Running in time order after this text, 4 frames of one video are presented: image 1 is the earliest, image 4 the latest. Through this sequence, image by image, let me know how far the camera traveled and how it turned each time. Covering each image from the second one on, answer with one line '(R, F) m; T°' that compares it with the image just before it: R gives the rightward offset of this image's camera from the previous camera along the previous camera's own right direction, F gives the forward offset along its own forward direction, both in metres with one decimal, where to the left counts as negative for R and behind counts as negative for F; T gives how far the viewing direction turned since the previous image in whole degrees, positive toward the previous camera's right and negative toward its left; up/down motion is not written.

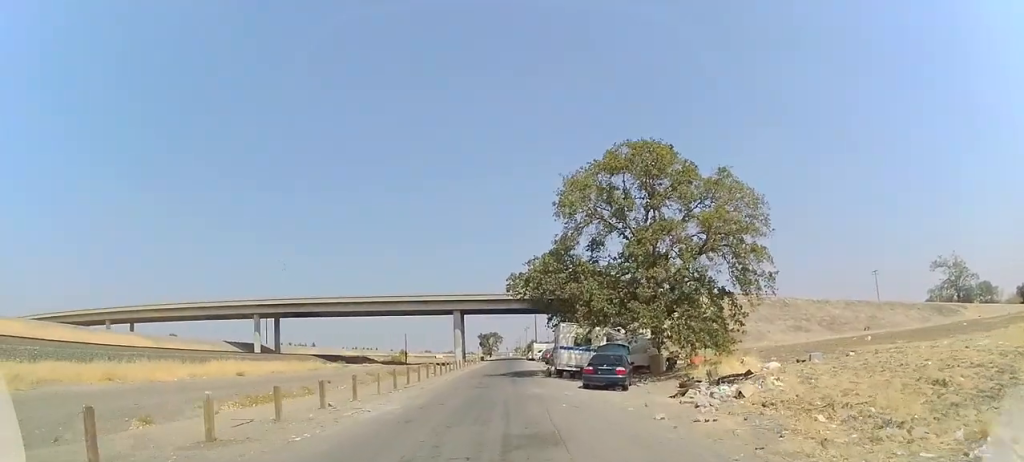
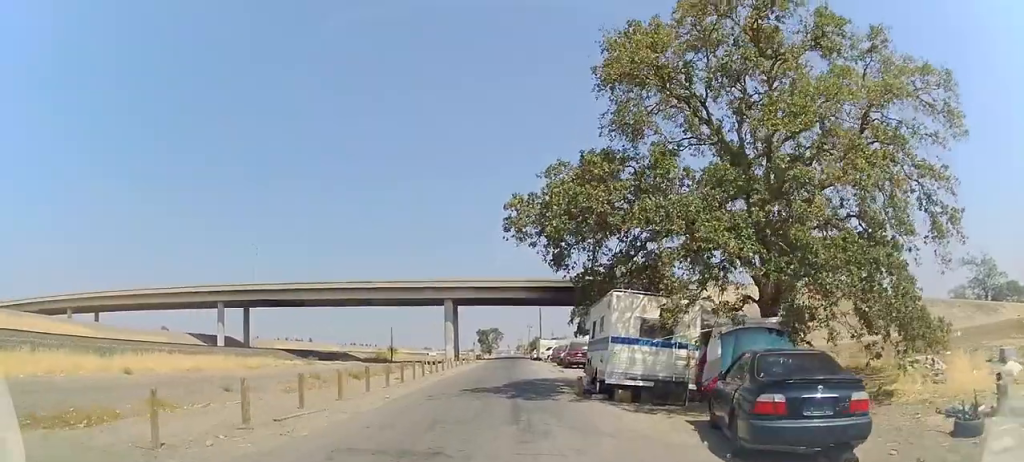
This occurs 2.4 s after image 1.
(+0.1, +14.3) m; 0°
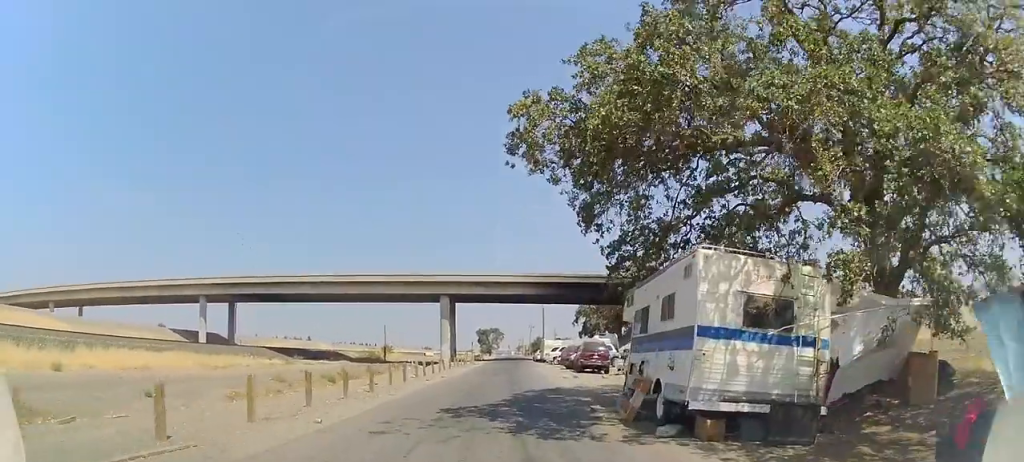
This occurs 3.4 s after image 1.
(-0.1, +6.2) m; -1°
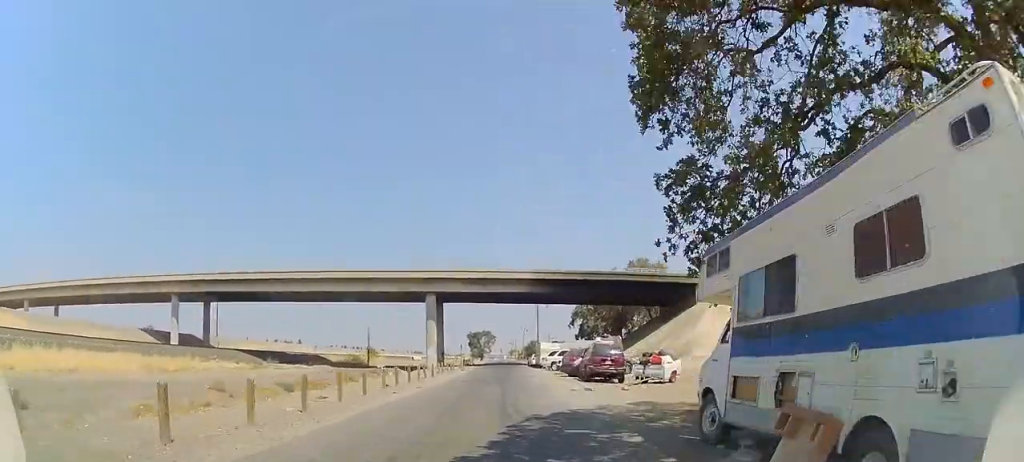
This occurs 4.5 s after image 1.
(0.0, +6.1) m; 0°
